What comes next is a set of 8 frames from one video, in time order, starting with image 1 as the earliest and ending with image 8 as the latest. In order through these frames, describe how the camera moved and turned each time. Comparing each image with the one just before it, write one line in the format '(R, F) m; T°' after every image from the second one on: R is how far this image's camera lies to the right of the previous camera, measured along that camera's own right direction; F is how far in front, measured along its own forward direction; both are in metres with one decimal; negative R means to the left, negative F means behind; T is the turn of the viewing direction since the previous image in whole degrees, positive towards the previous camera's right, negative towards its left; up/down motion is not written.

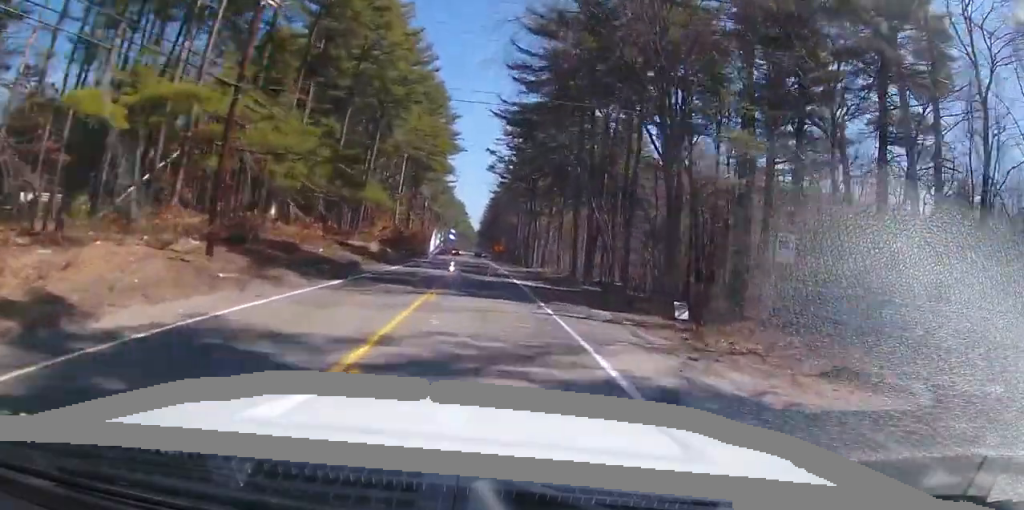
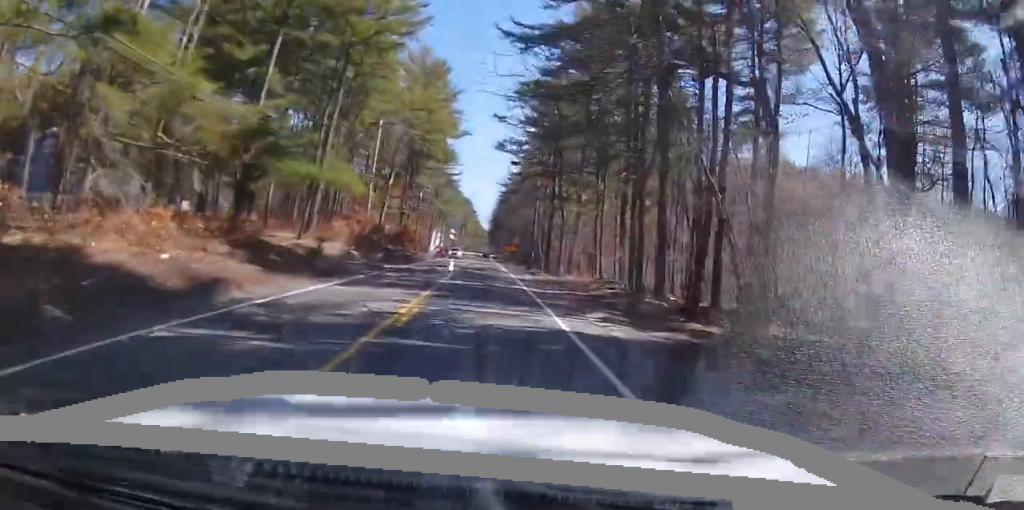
(0.0, +18.0) m; 0°
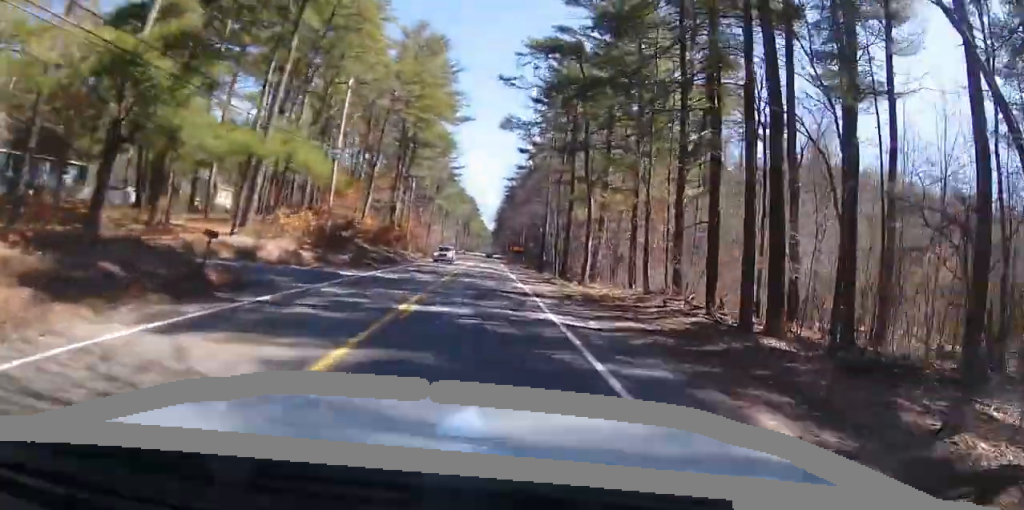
(-0.2, +11.5) m; 0°
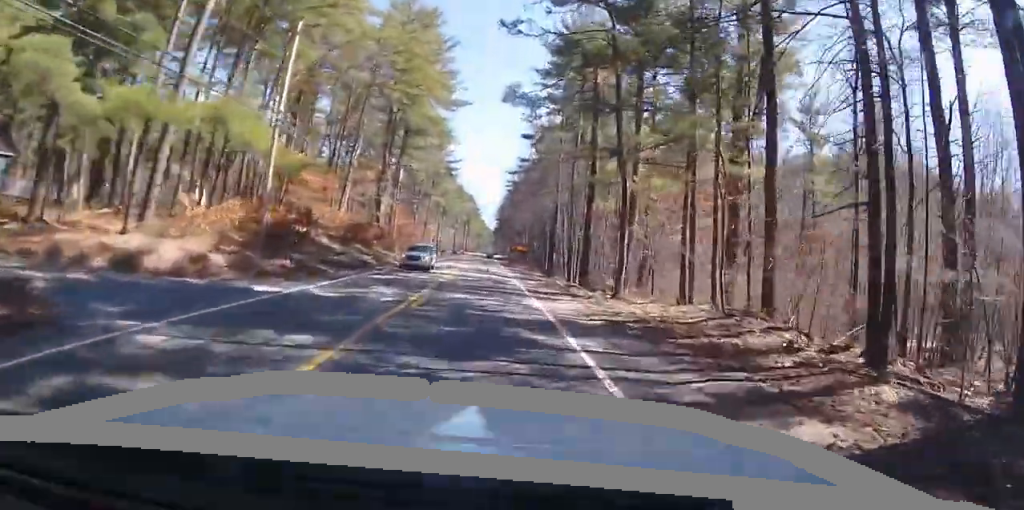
(+0.2, +9.8) m; 0°
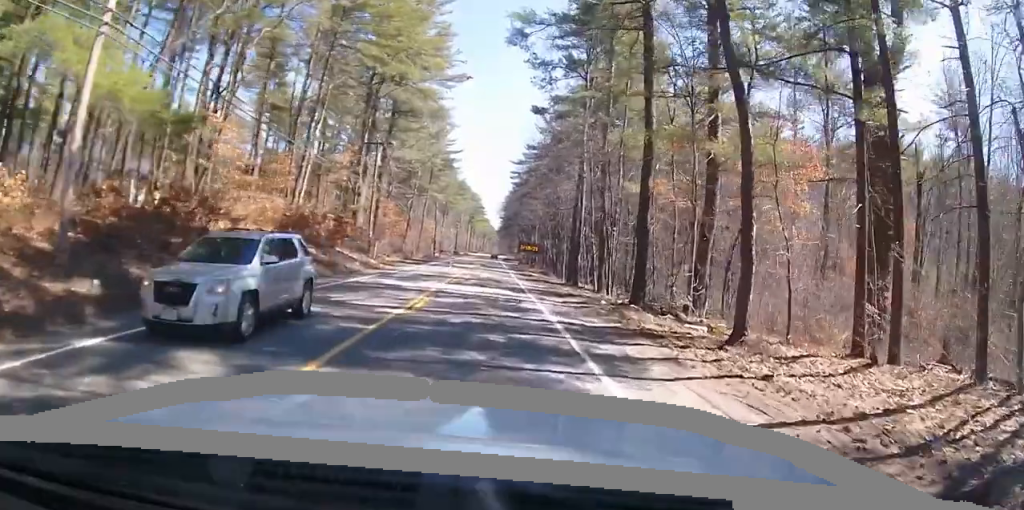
(+0.1, +12.9) m; -1°
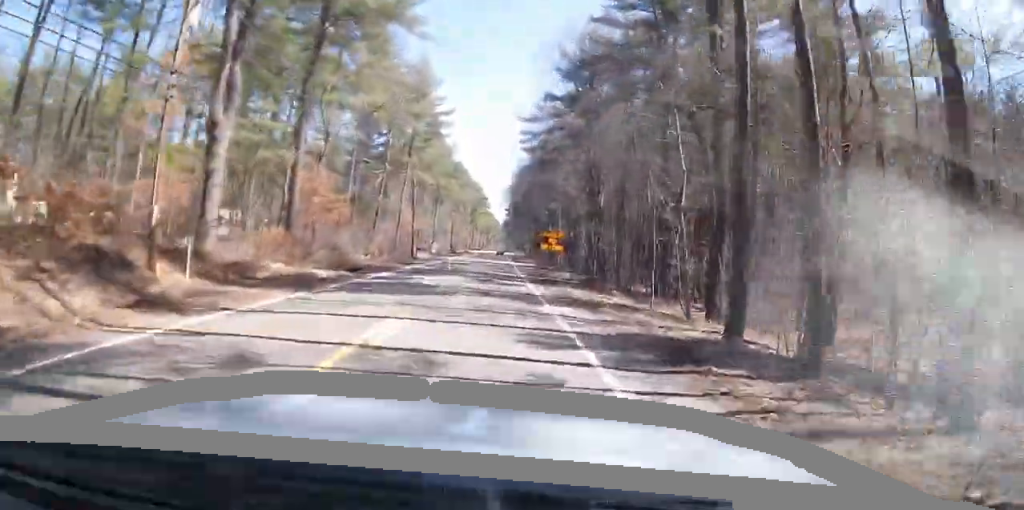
(-0.7, +29.7) m; -2°
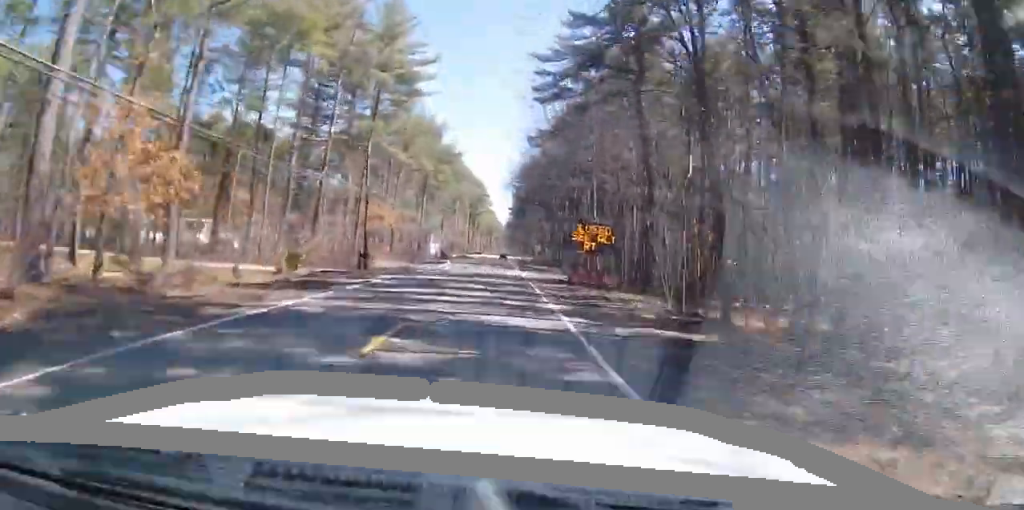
(-0.3, +24.3) m; -1°
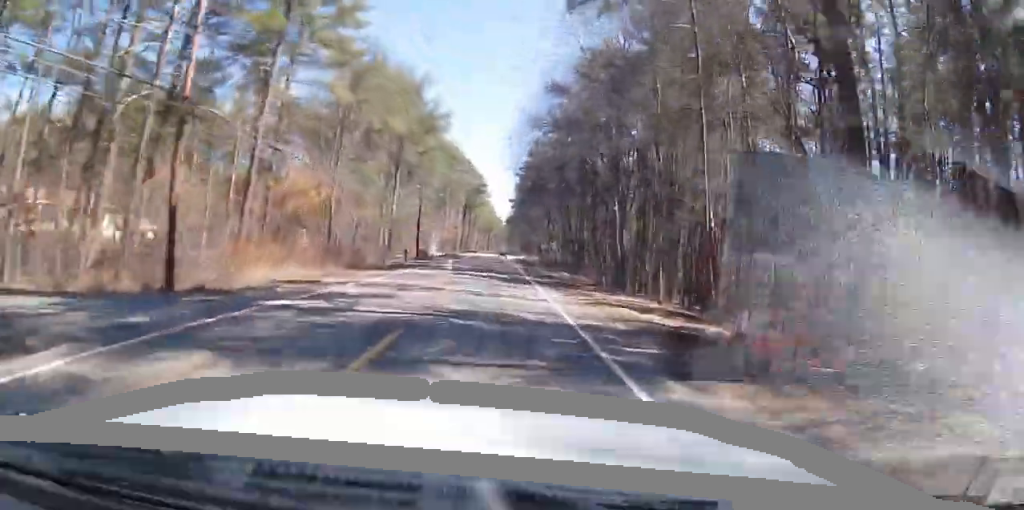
(-0.2, +25.4) m; -1°
